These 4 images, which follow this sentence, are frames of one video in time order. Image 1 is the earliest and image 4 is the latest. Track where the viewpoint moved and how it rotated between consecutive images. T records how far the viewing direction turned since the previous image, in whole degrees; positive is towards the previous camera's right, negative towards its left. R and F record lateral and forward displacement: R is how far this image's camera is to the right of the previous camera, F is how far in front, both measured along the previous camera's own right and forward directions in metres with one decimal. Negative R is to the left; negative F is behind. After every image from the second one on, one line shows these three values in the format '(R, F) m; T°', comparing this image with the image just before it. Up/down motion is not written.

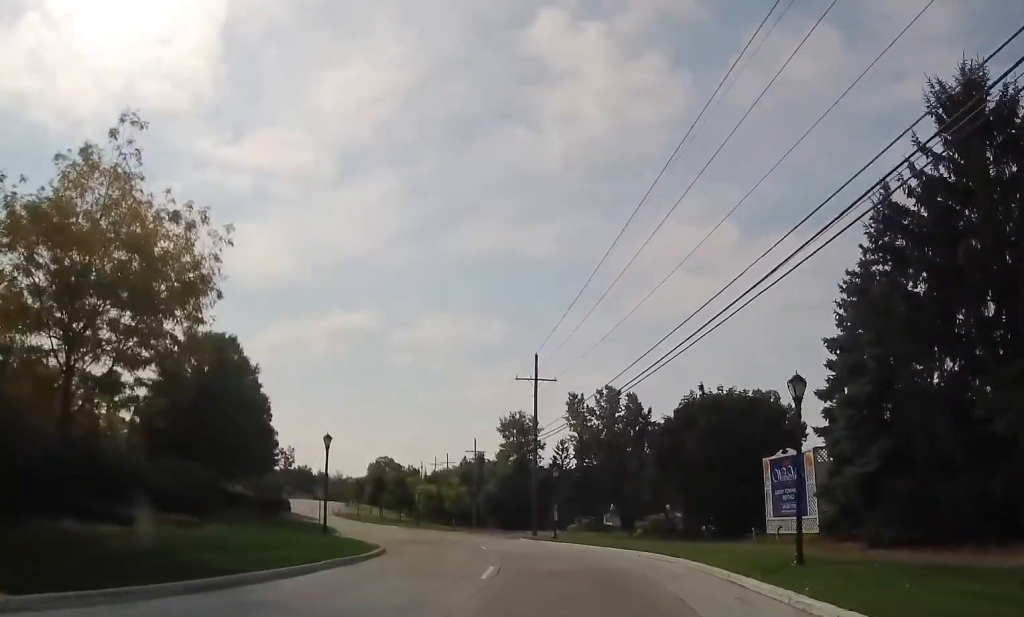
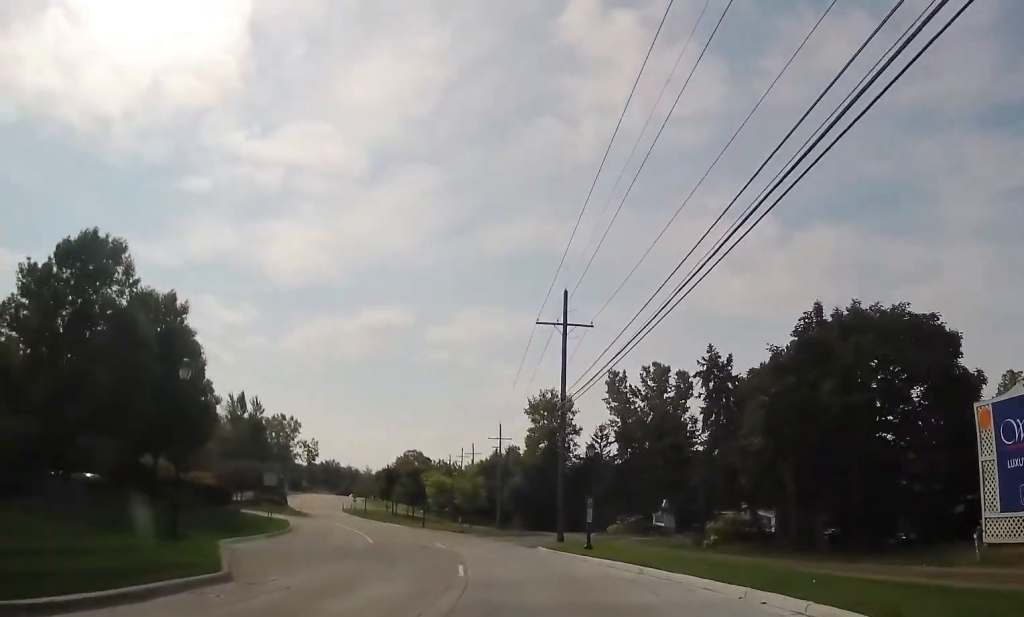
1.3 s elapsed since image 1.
(-0.1, +15.4) m; -3°
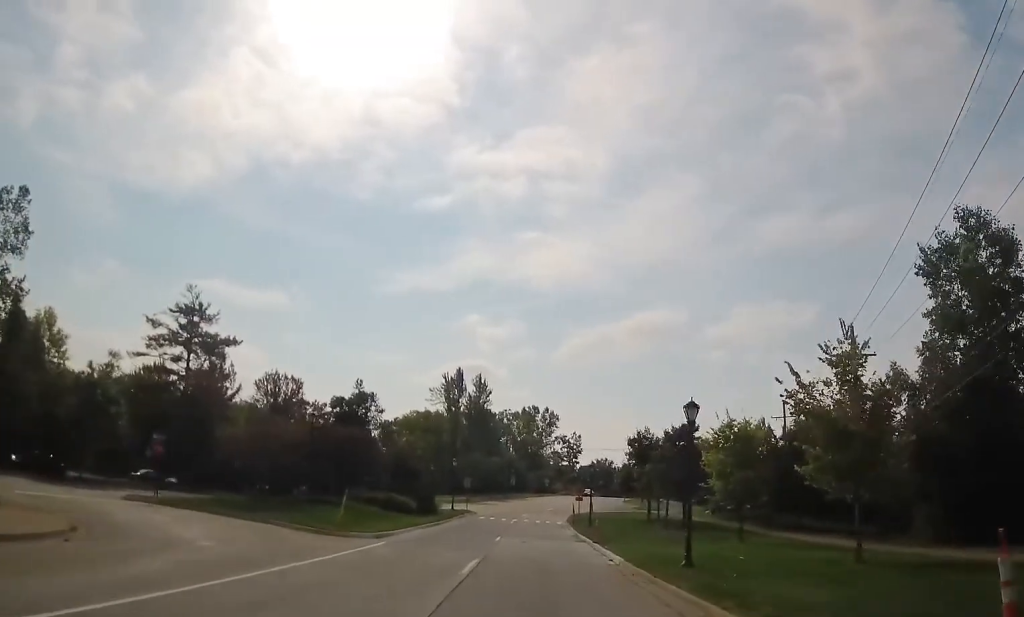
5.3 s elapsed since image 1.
(-8.7, +44.7) m; -24°
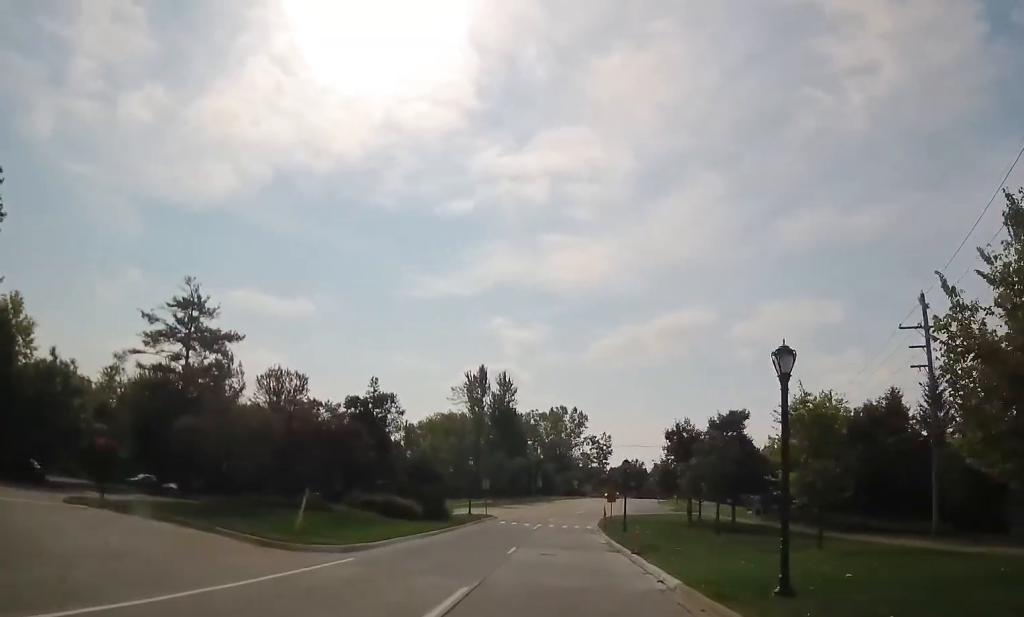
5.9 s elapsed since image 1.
(+0.3, +6.3) m; -2°
